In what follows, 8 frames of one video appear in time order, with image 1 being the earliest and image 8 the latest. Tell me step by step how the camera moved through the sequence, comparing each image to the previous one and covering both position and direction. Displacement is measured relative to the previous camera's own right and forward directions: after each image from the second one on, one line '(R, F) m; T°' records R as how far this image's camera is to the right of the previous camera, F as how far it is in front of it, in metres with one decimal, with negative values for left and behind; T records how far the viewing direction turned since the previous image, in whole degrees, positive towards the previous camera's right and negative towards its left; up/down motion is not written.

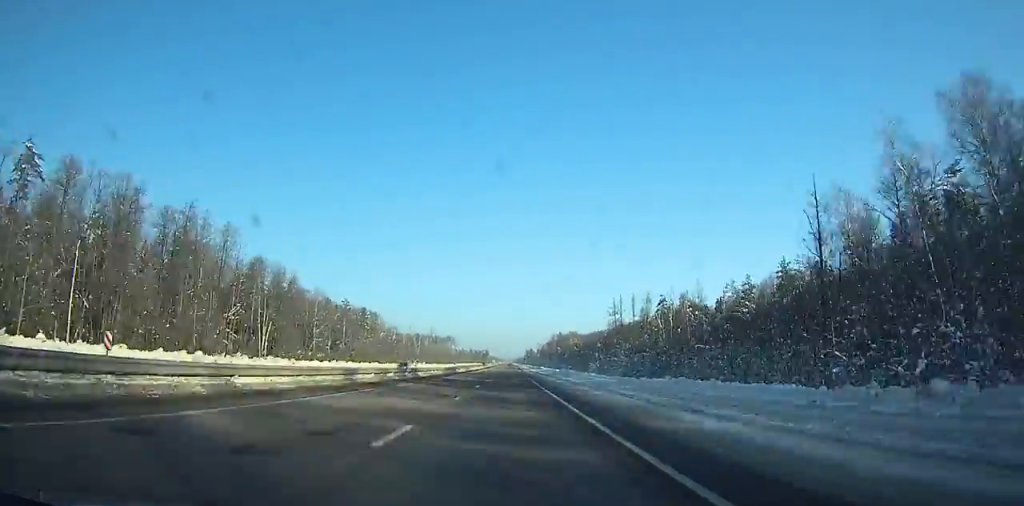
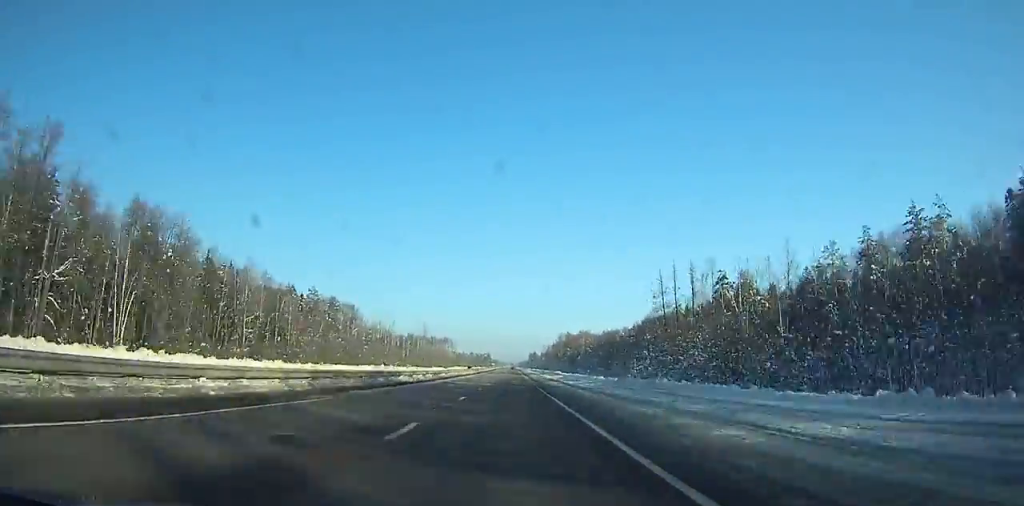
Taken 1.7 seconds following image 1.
(-0.1, +48.7) m; 0°
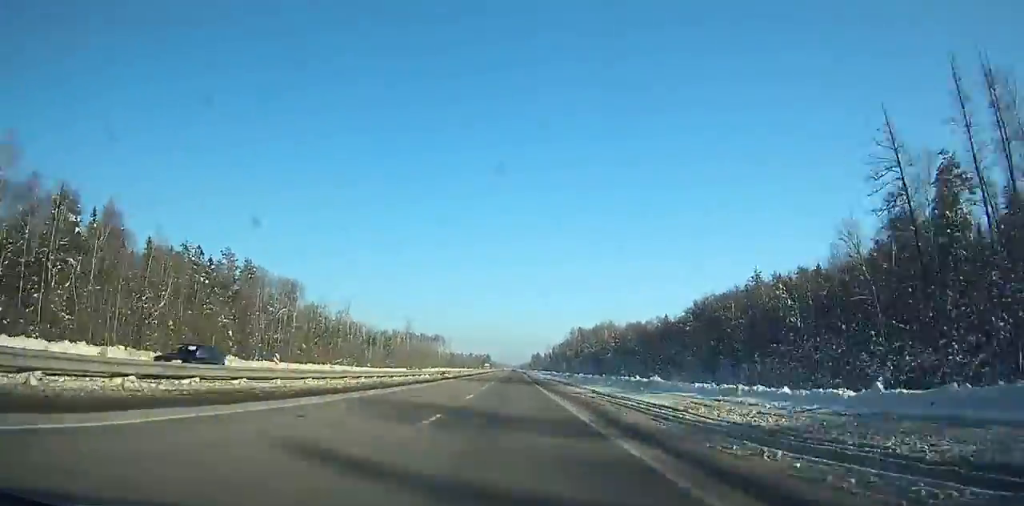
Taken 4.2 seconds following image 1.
(-0.1, +72.5) m; 0°
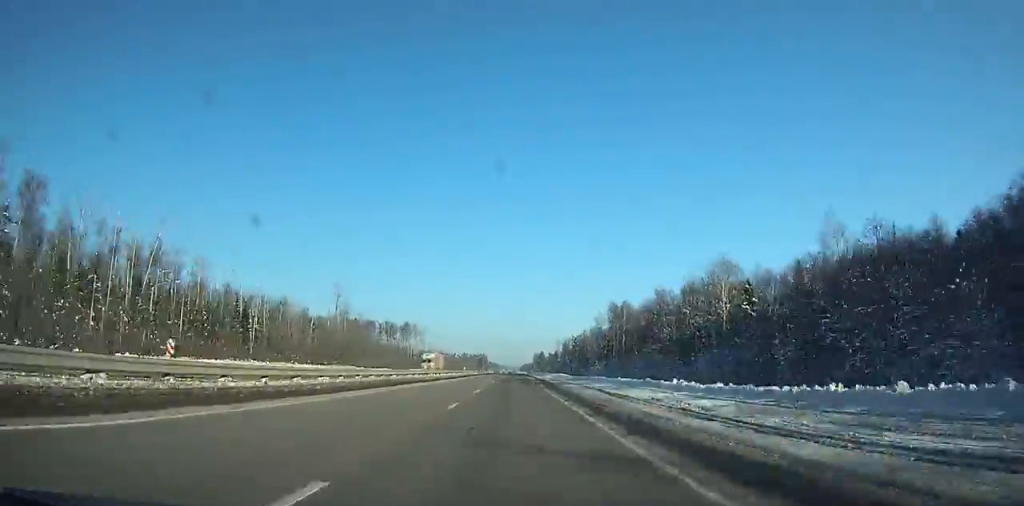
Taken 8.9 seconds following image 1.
(-0.4, +137.5) m; 0°
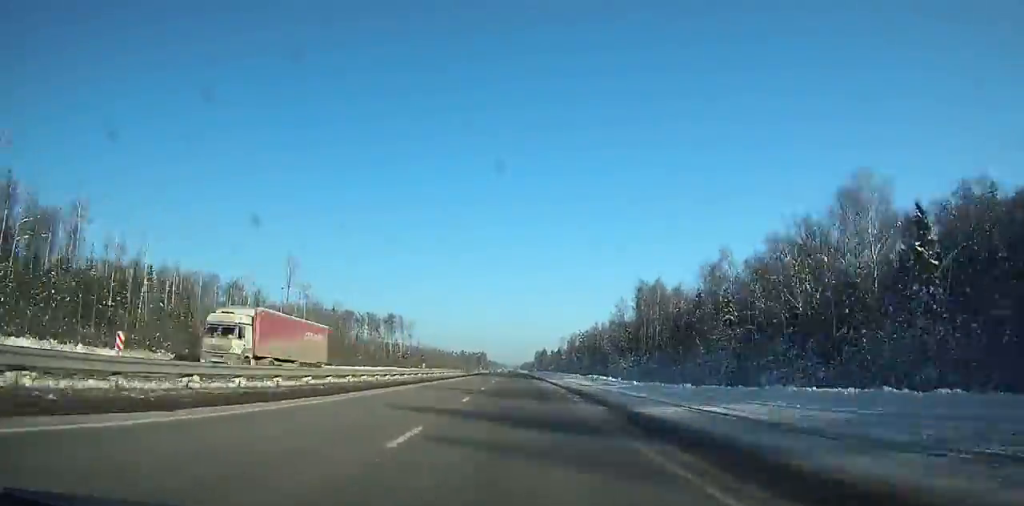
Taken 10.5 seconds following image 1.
(+0.1, +45.3) m; 0°
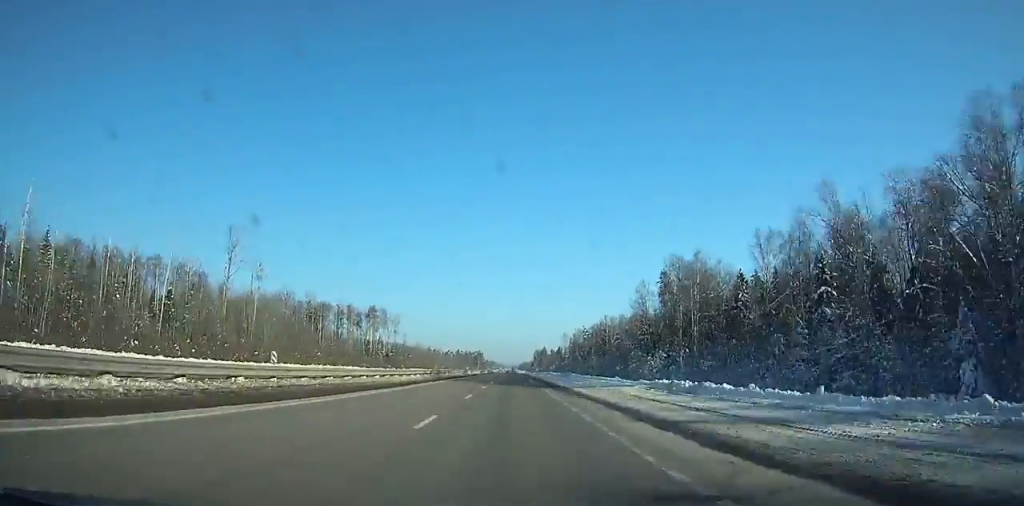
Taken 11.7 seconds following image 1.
(0.0, +34.0) m; 0°
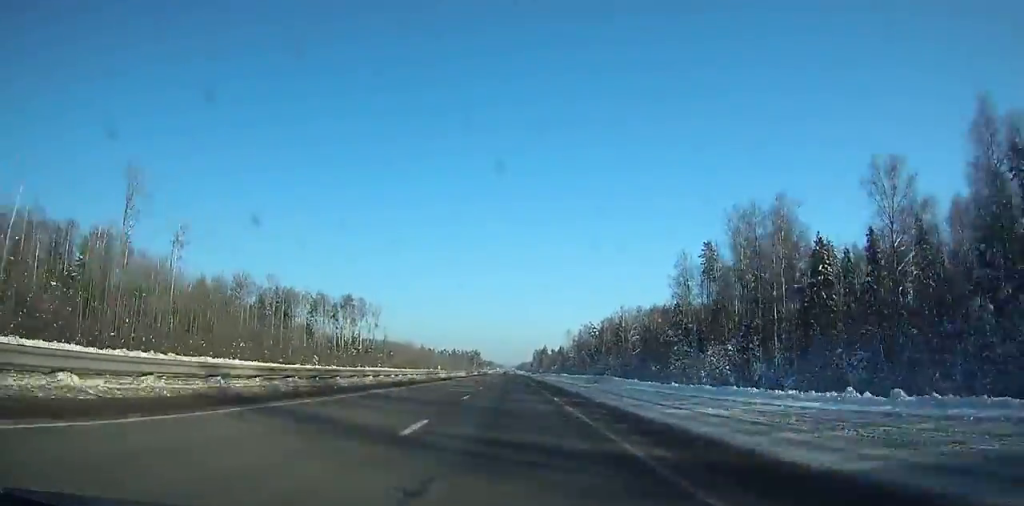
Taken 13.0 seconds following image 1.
(+0.1, +37.1) m; 0°
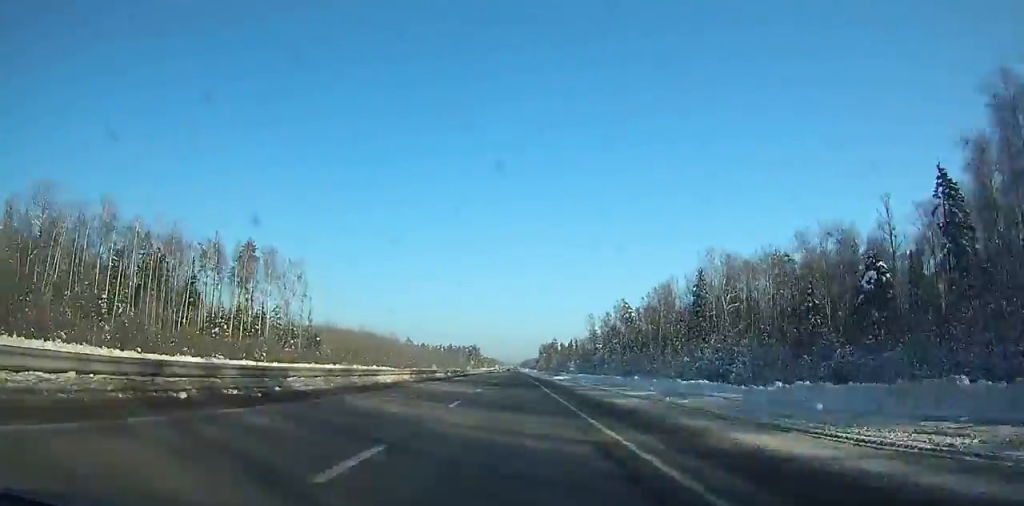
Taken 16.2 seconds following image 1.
(0.0, +90.2) m; 0°
